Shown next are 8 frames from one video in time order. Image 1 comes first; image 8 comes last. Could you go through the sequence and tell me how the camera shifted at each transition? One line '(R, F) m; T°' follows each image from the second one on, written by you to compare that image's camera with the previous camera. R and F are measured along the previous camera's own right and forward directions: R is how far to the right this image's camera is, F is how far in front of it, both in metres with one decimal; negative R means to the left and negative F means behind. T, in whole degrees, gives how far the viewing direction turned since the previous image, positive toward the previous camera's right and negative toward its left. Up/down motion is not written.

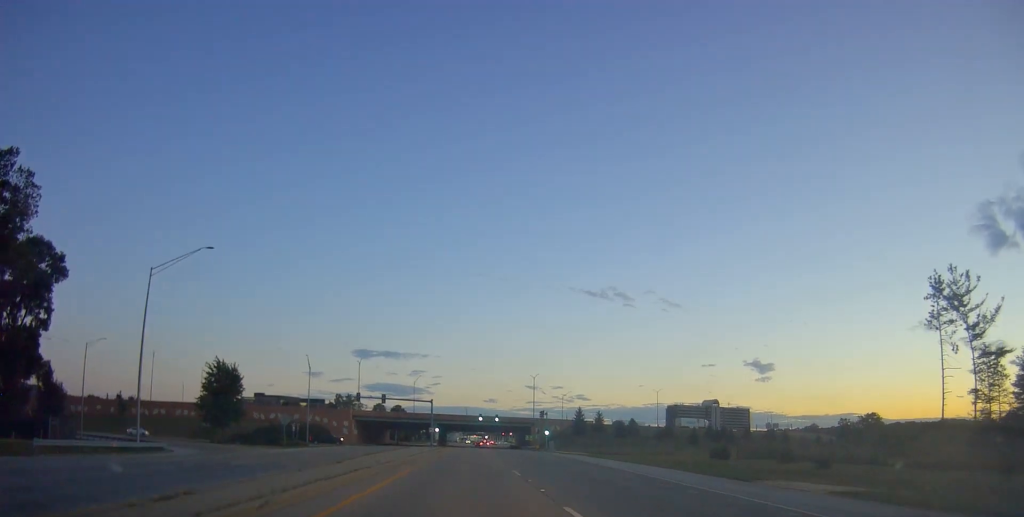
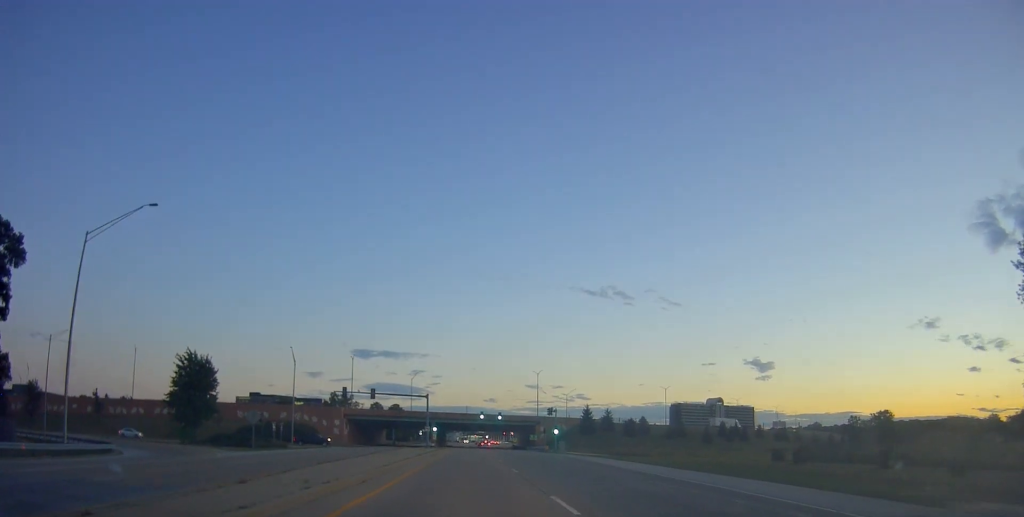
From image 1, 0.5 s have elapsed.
(+0.5, +10.0) m; +1°
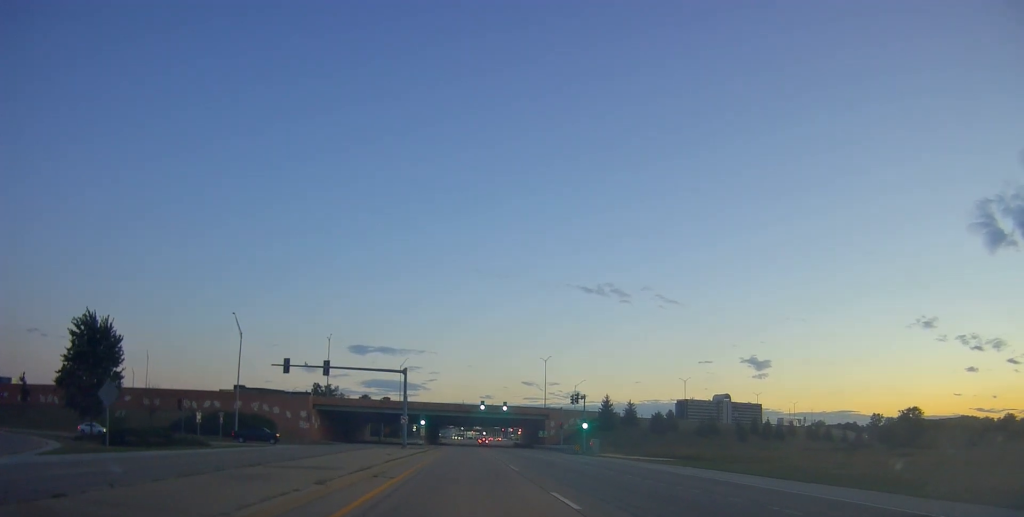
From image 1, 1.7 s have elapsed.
(+0.1, +24.1) m; -1°
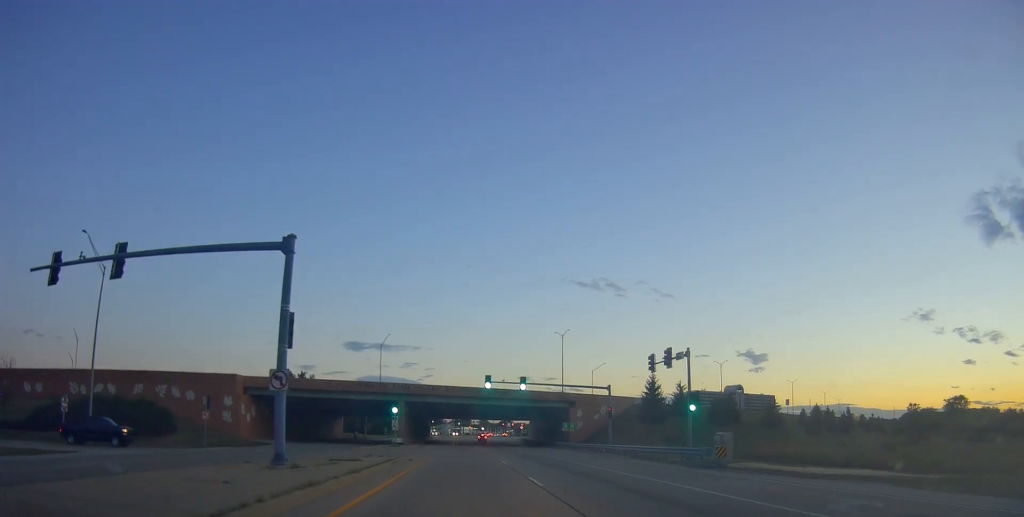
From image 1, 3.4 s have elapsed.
(-0.1, +32.4) m; +1°
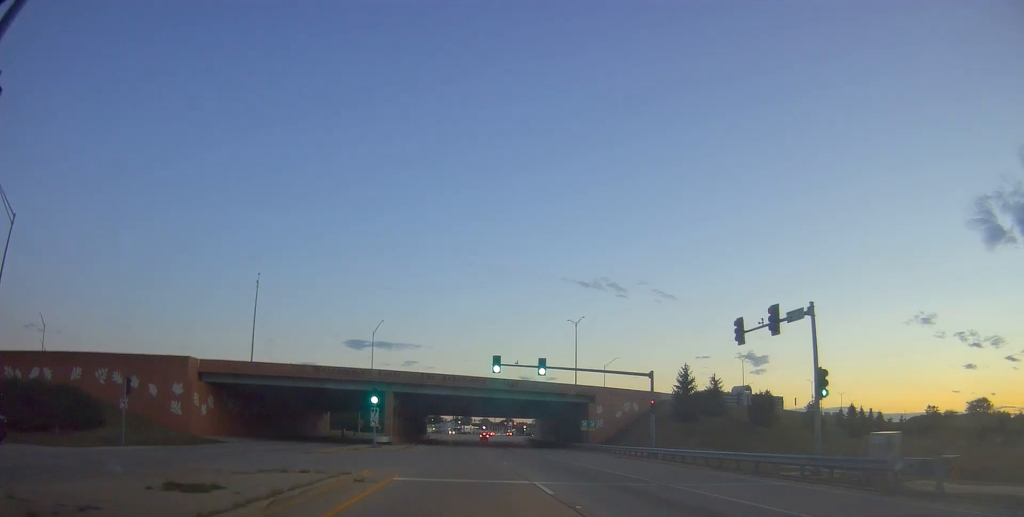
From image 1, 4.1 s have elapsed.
(+0.3, +13.6) m; 0°
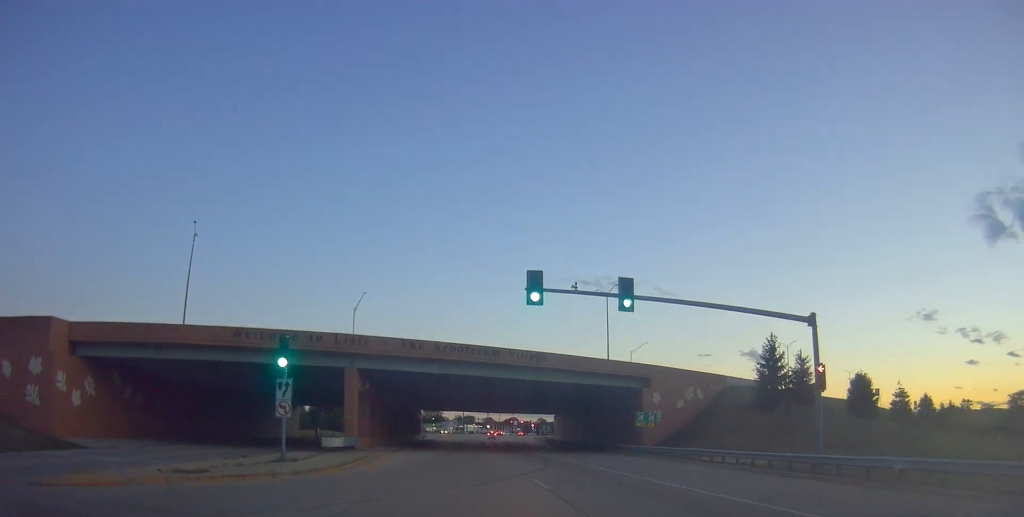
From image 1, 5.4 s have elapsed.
(-0.4, +23.2) m; -1°
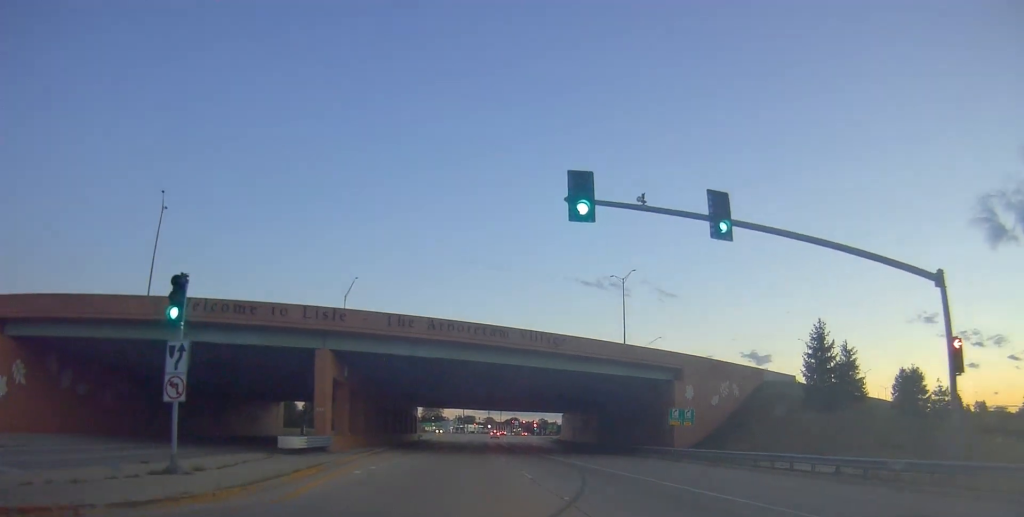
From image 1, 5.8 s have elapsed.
(+0.2, +8.7) m; 0°
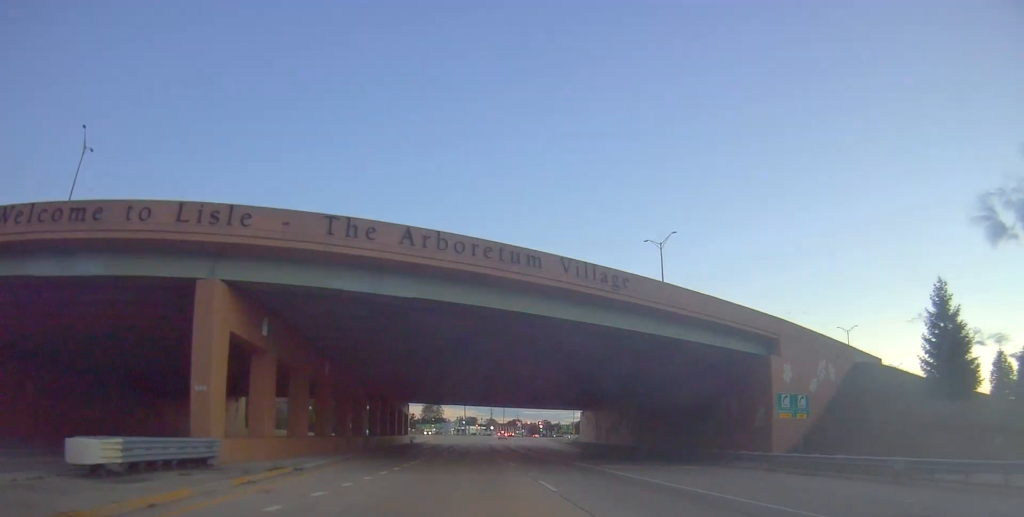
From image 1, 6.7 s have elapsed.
(-0.3, +16.0) m; -1°
